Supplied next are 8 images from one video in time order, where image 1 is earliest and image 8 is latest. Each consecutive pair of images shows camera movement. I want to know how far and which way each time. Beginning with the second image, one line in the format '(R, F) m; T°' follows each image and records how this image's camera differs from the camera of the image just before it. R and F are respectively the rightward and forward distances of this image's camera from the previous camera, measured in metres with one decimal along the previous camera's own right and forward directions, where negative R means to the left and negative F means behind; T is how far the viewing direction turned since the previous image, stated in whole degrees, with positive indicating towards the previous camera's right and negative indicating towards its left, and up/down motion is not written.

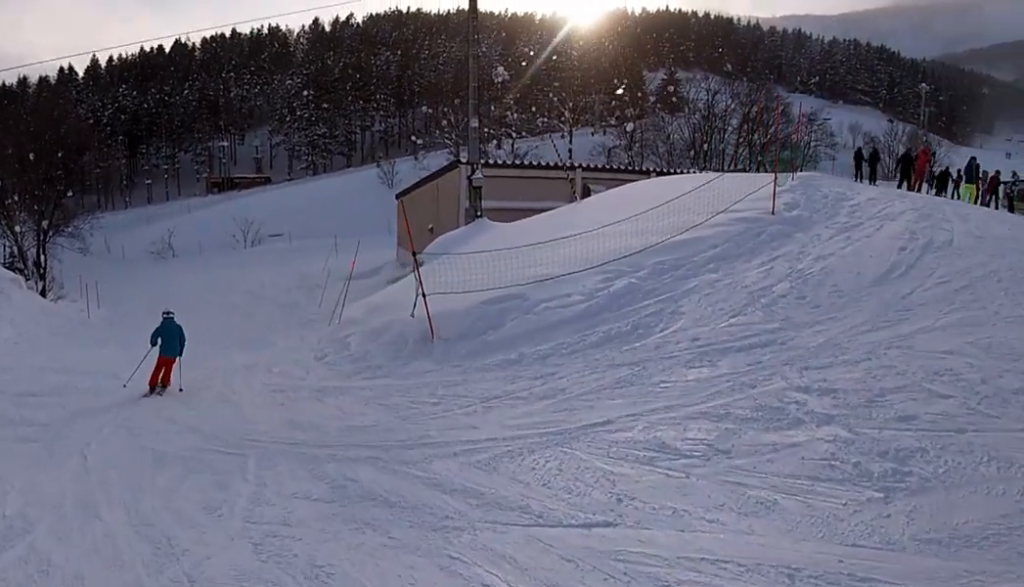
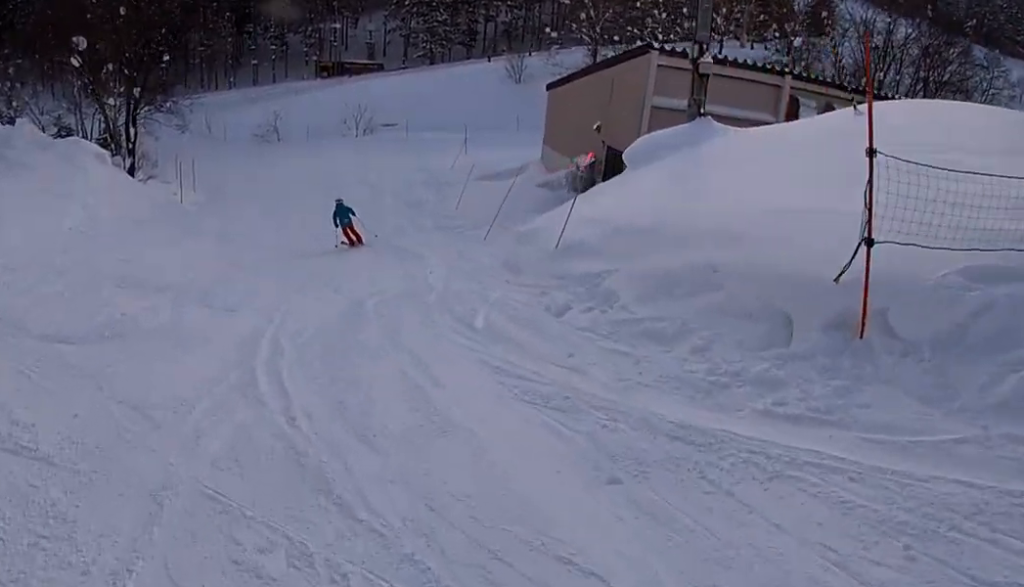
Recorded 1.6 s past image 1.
(0.0, +7.6) m; 0°
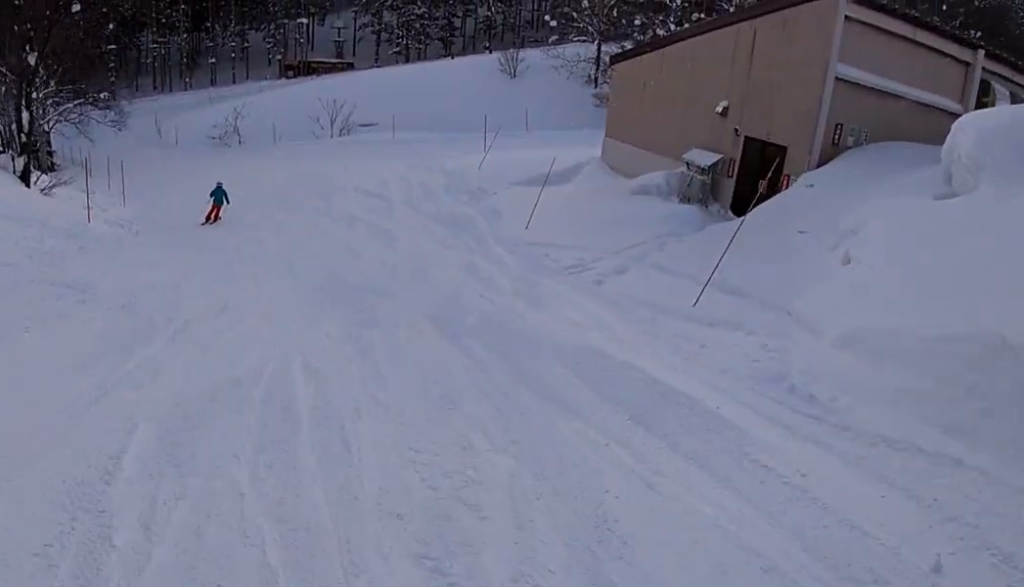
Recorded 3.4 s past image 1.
(-0.7, +11.8) m; -7°
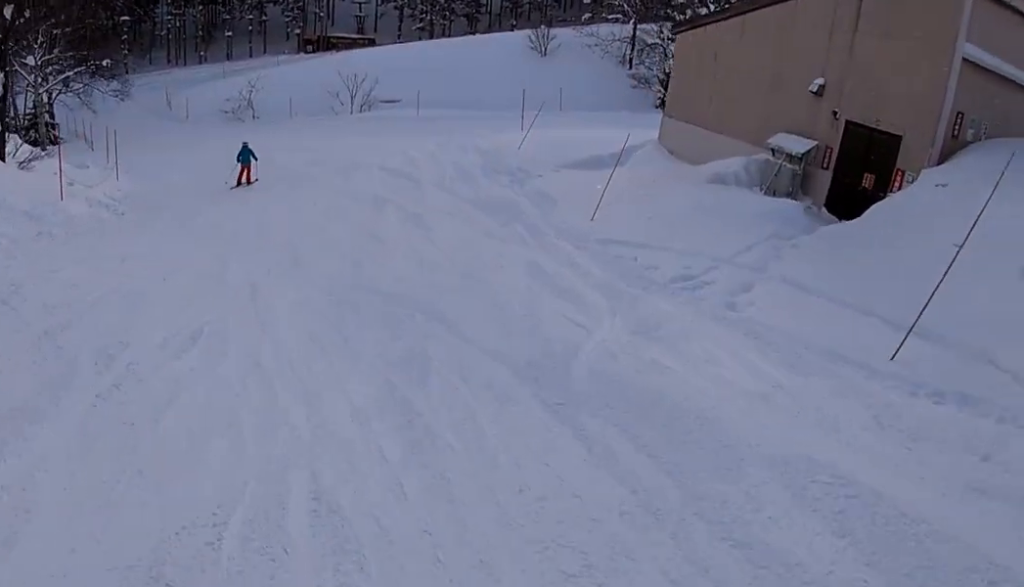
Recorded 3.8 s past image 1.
(-0.1, +3.4) m; -1°
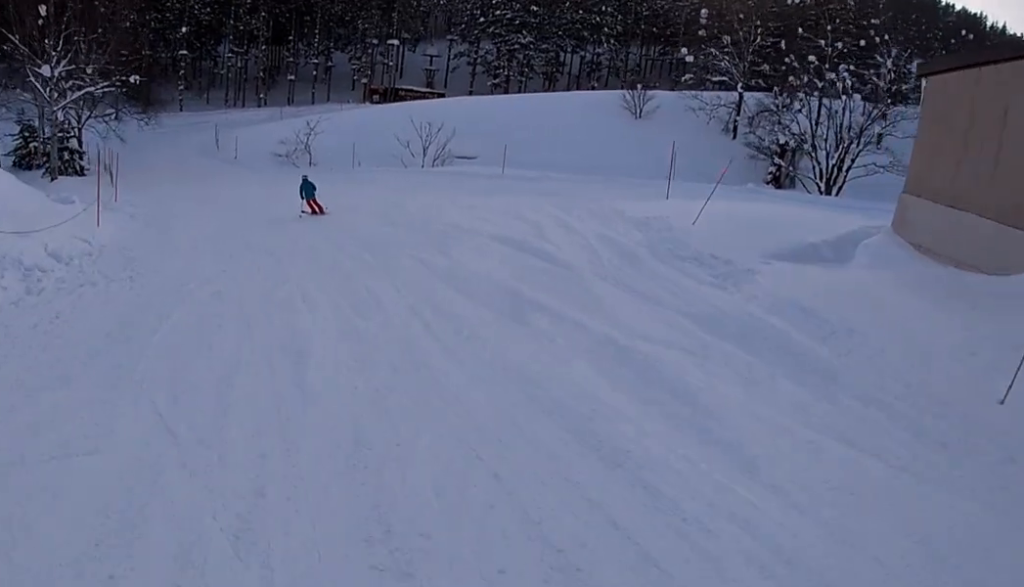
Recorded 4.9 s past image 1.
(+0.2, +8.7) m; -1°
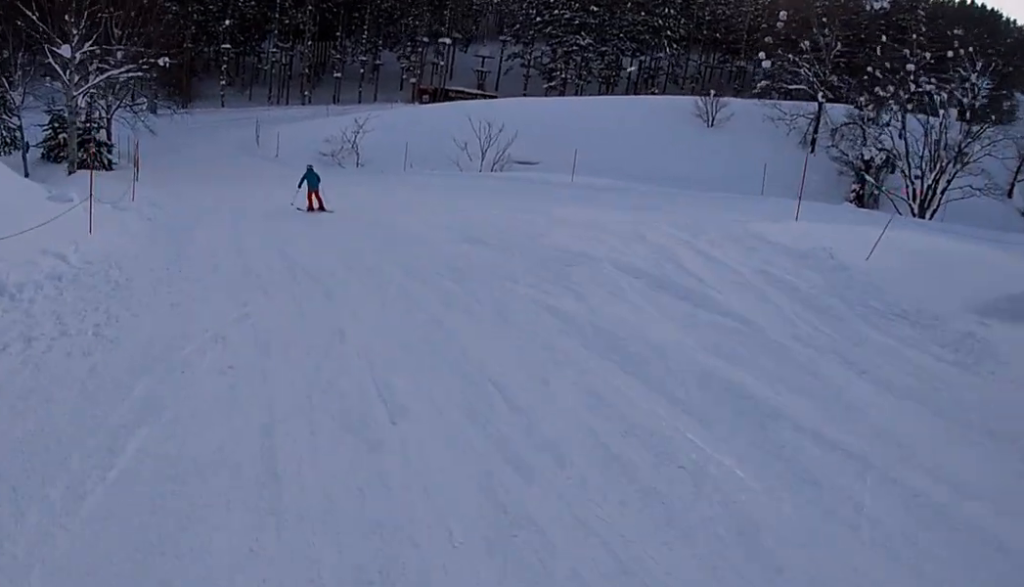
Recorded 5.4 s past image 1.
(-0.1, +4.4) m; -1°
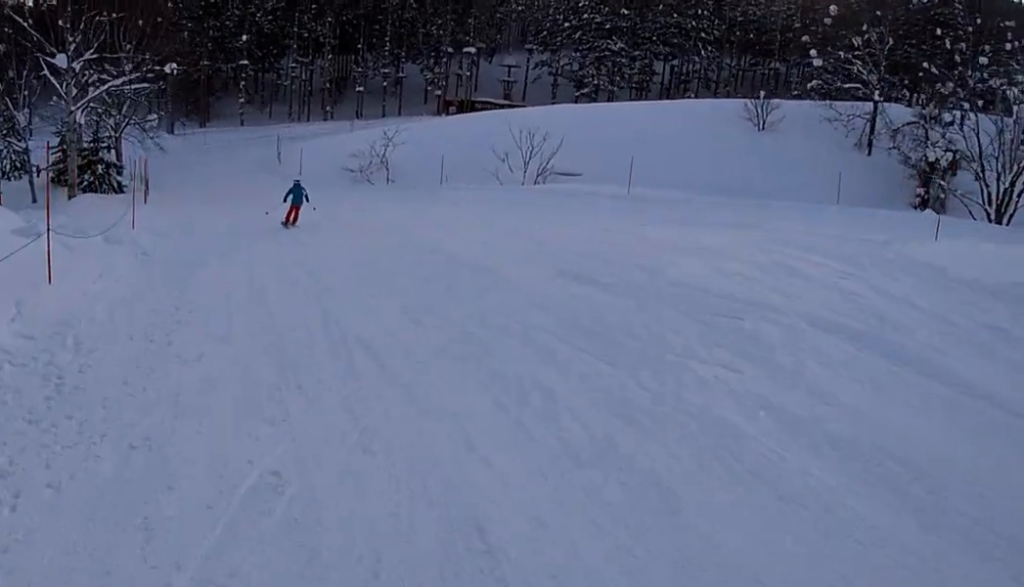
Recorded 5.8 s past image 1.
(0.0, +4.0) m; +1°
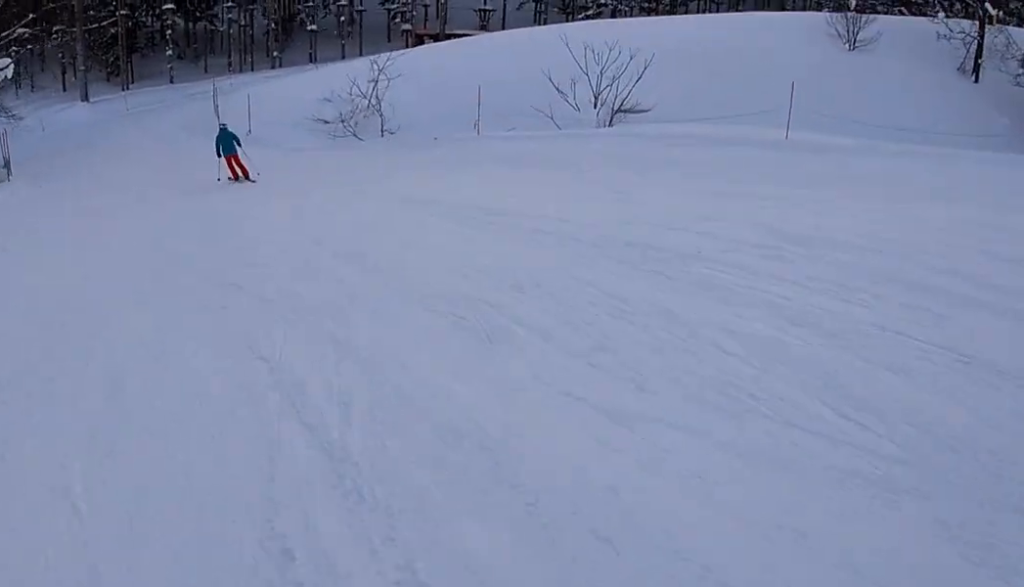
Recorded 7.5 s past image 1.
(+1.3, +14.5) m; +2°
